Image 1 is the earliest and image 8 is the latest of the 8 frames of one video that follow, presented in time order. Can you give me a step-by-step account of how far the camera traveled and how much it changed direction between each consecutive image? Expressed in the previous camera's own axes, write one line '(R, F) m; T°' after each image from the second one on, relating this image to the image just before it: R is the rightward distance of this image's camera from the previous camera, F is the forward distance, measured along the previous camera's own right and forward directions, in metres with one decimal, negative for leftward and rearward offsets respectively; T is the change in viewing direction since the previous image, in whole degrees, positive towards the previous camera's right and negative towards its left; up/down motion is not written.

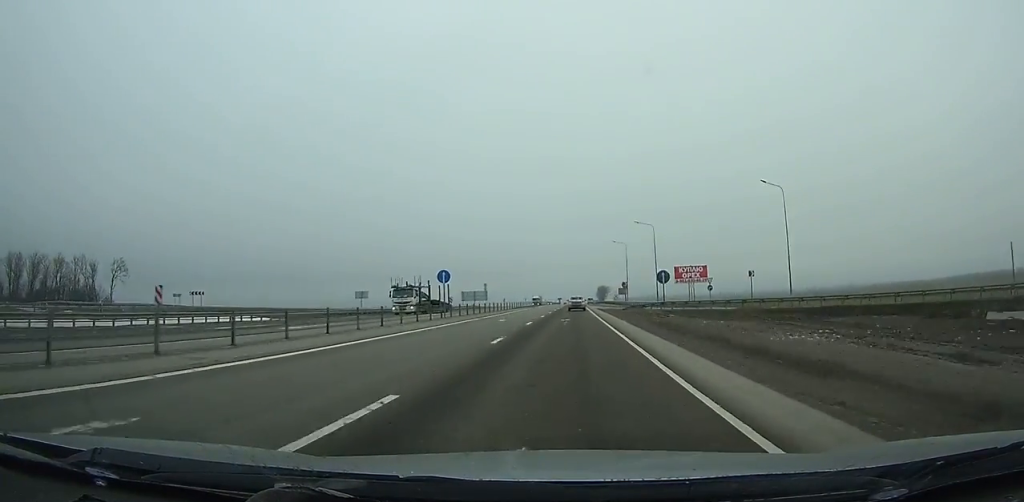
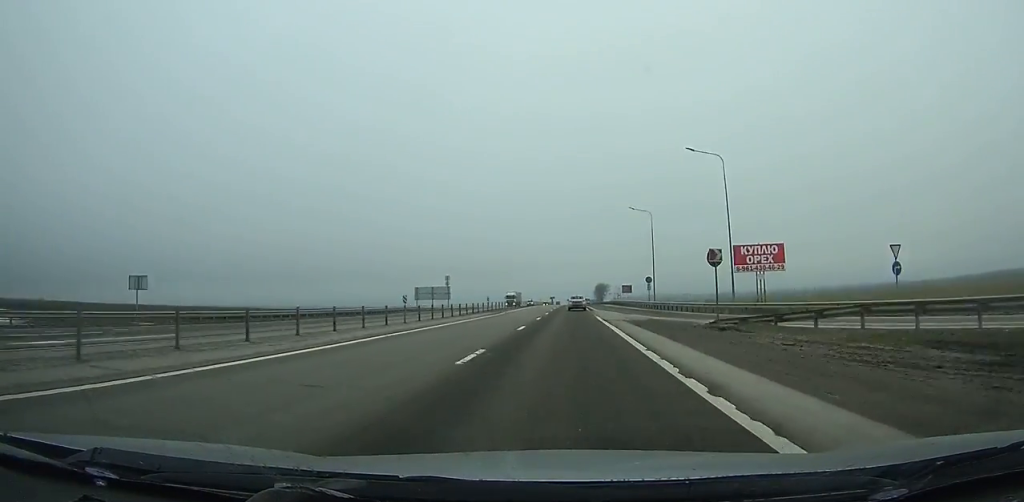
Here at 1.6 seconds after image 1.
(0.0, +40.9) m; 0°
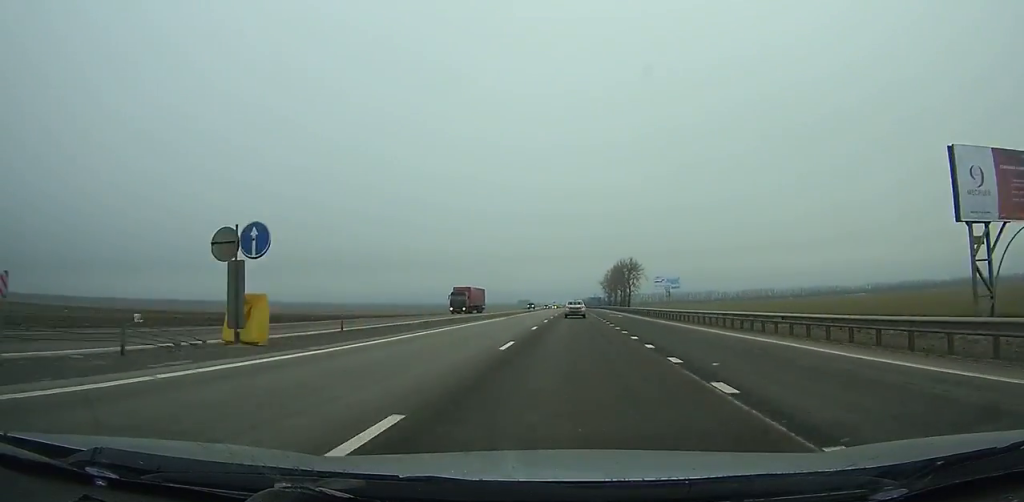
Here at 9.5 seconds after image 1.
(+1.8, +201.3) m; +1°
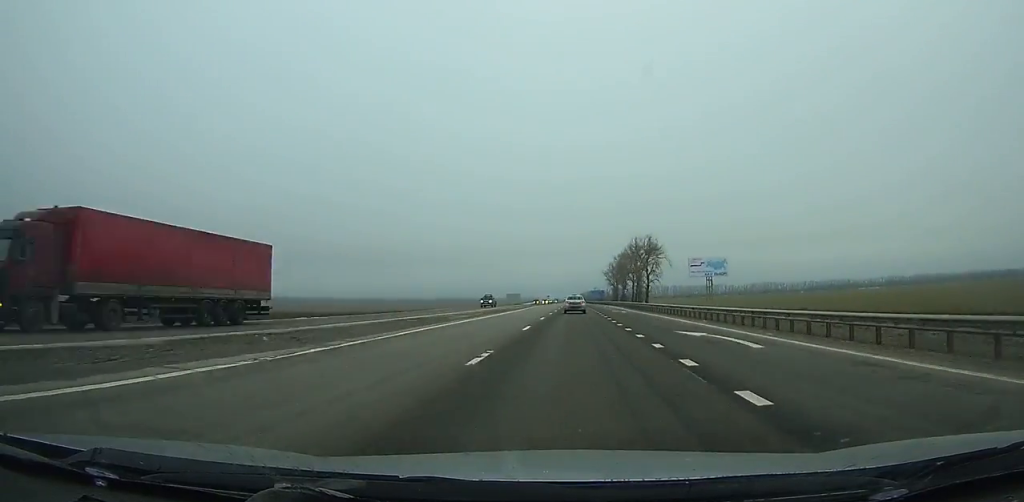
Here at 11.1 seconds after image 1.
(-0.1, +40.7) m; 0°
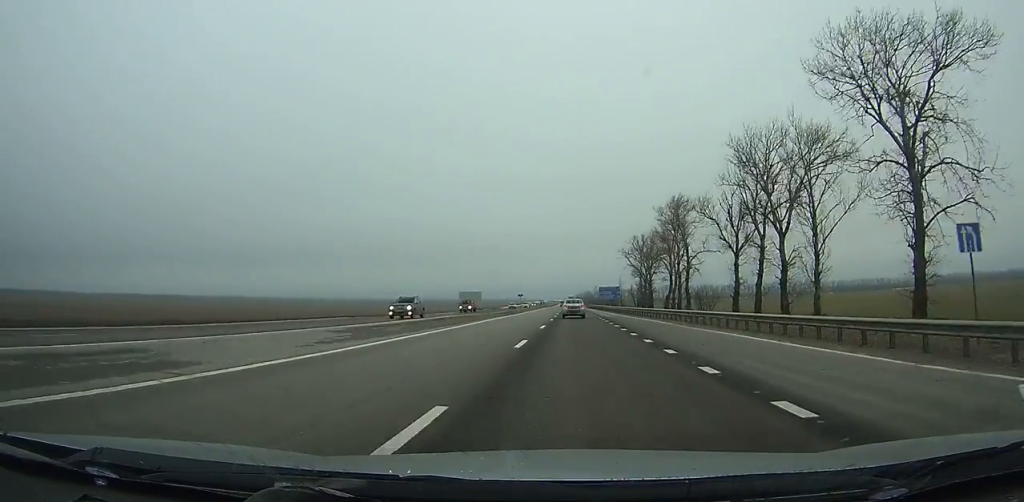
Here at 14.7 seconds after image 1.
(+0.3, +91.5) m; +1°
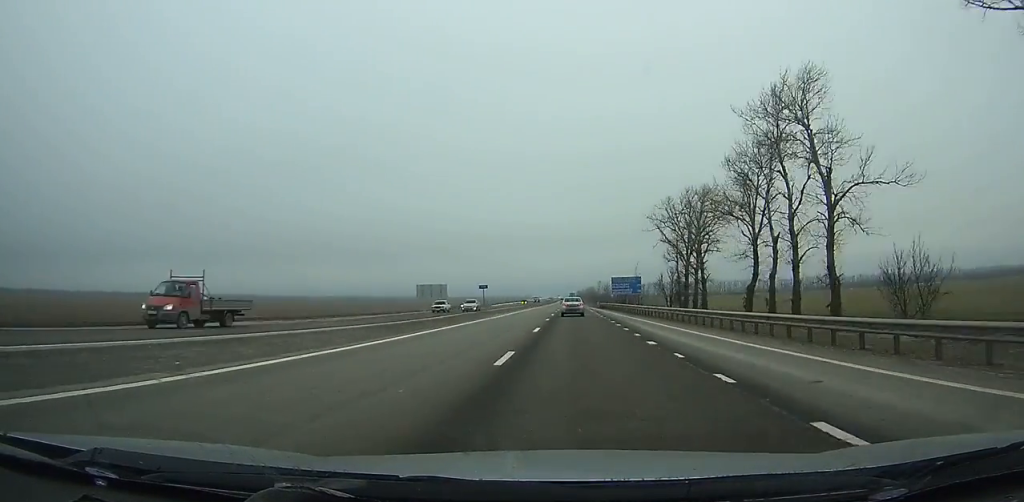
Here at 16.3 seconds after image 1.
(+0.2, +40.6) m; 0°
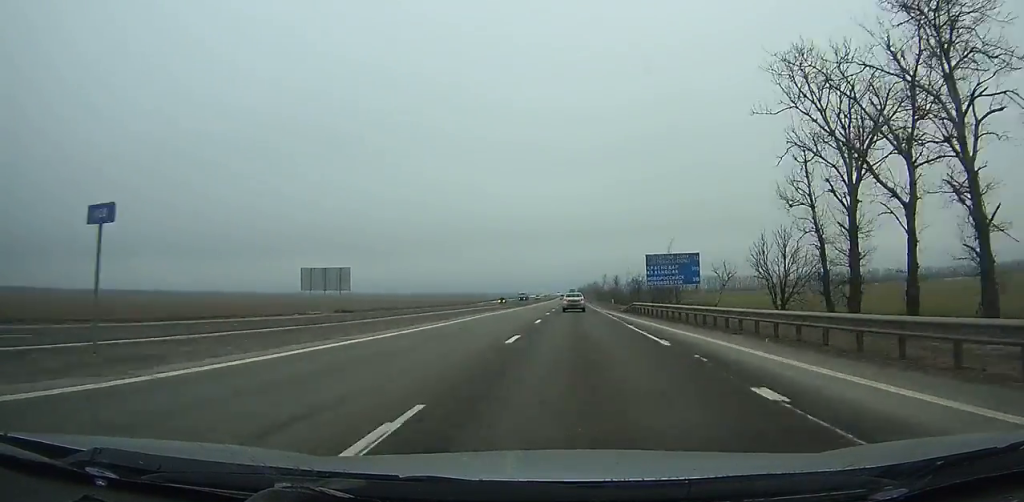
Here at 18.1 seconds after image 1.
(+0.1, +45.6) m; 0°
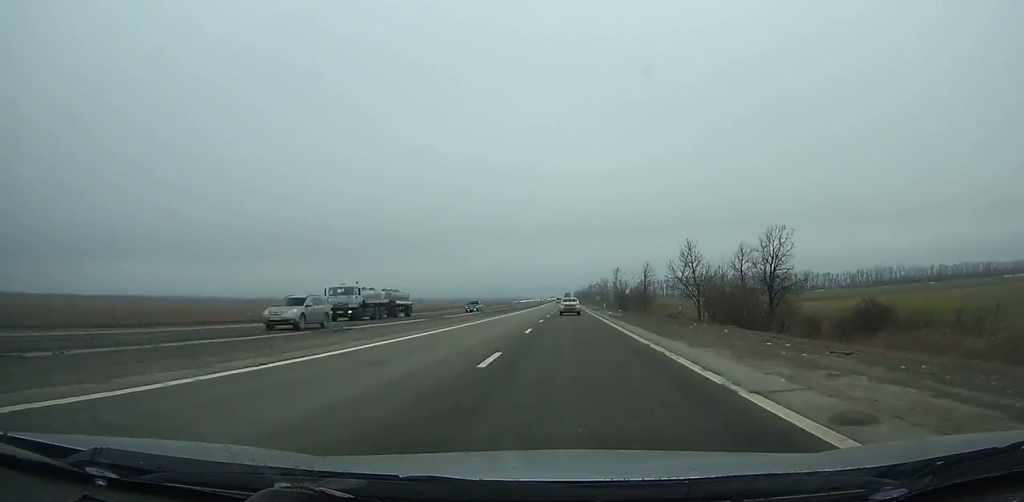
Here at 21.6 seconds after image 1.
(0.0, +88.3) m; 0°
